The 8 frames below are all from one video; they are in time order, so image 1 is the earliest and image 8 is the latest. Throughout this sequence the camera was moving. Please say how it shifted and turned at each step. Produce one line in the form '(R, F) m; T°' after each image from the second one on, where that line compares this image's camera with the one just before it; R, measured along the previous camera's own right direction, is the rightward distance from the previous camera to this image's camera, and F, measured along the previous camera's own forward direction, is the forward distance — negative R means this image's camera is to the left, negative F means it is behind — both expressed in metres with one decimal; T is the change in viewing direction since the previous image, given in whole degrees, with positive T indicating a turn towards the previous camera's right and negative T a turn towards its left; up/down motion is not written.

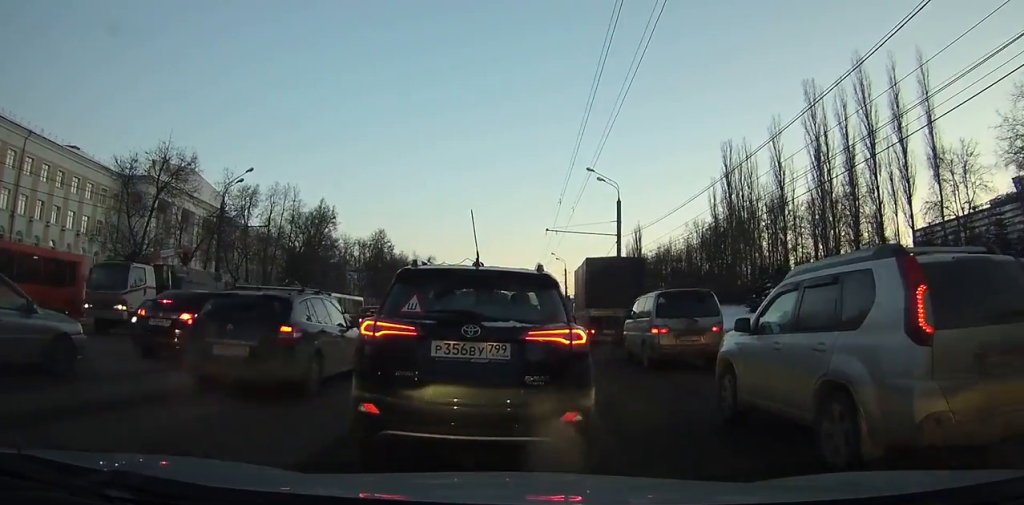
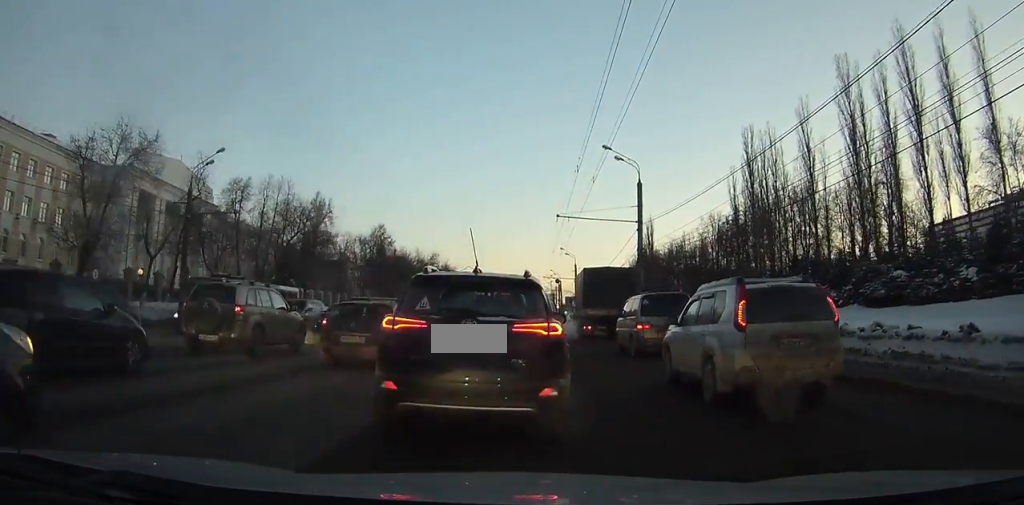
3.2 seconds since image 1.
(0.0, +5.0) m; 0°
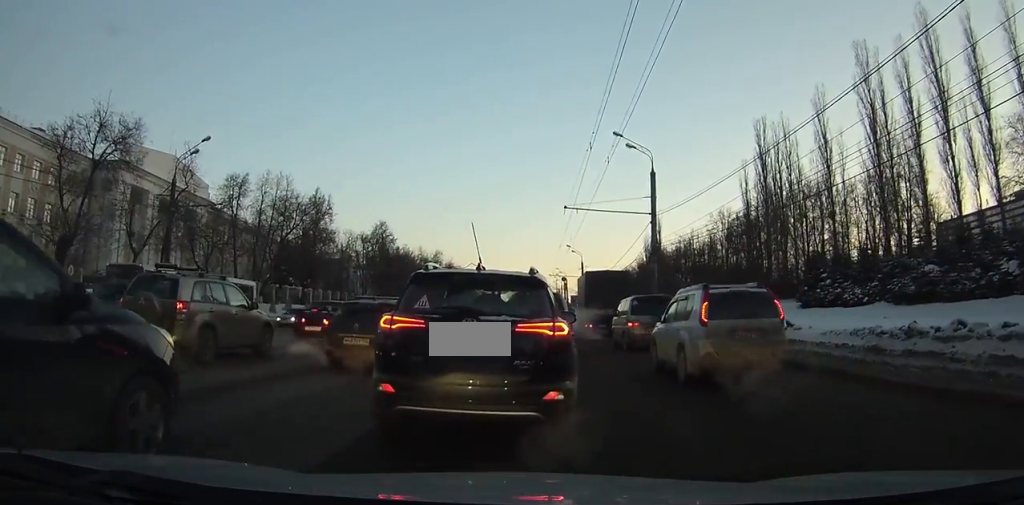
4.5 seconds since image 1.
(0.0, +2.5) m; 0°
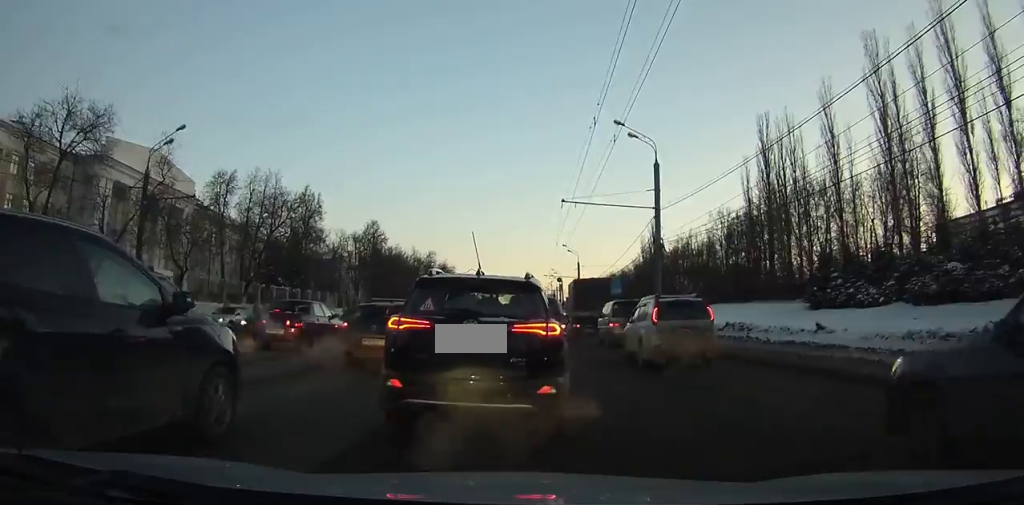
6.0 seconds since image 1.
(0.0, +3.6) m; 0°
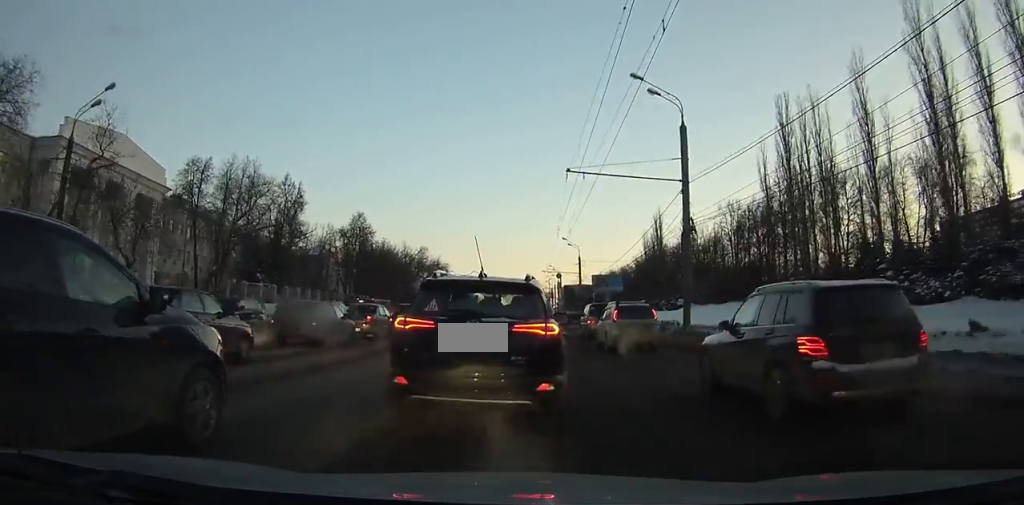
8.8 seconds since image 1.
(0.0, +8.6) m; 0°
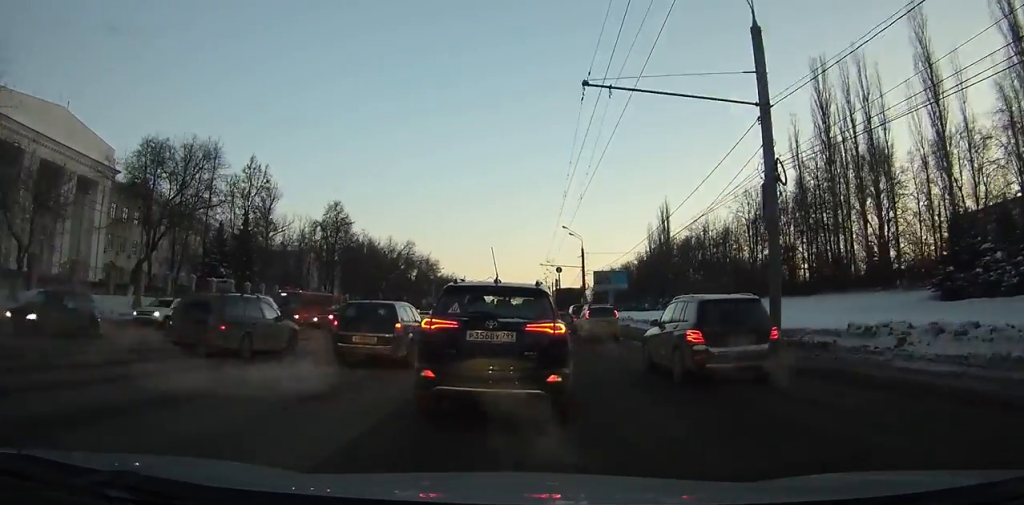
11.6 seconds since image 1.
(+0.1, +11.7) m; 0°
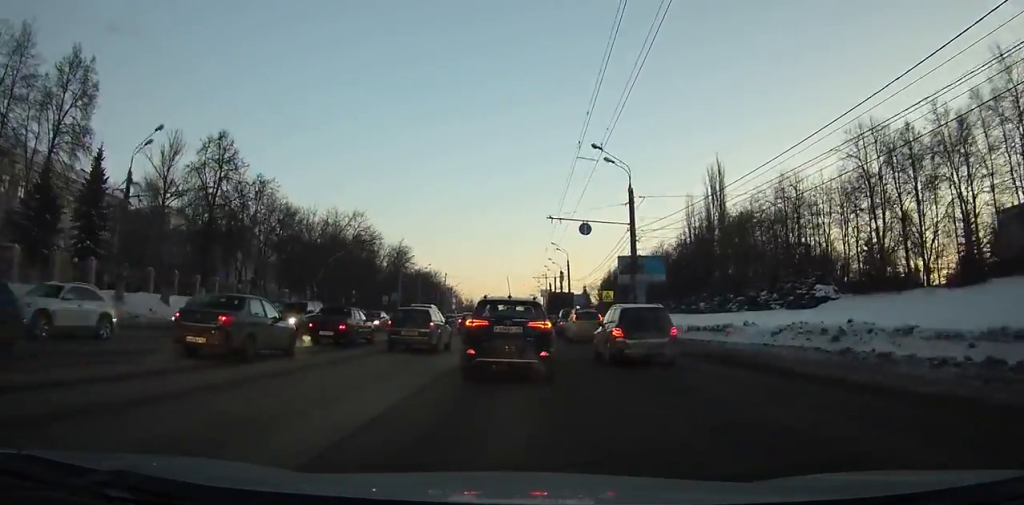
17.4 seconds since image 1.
(0.0, +34.5) m; 0°
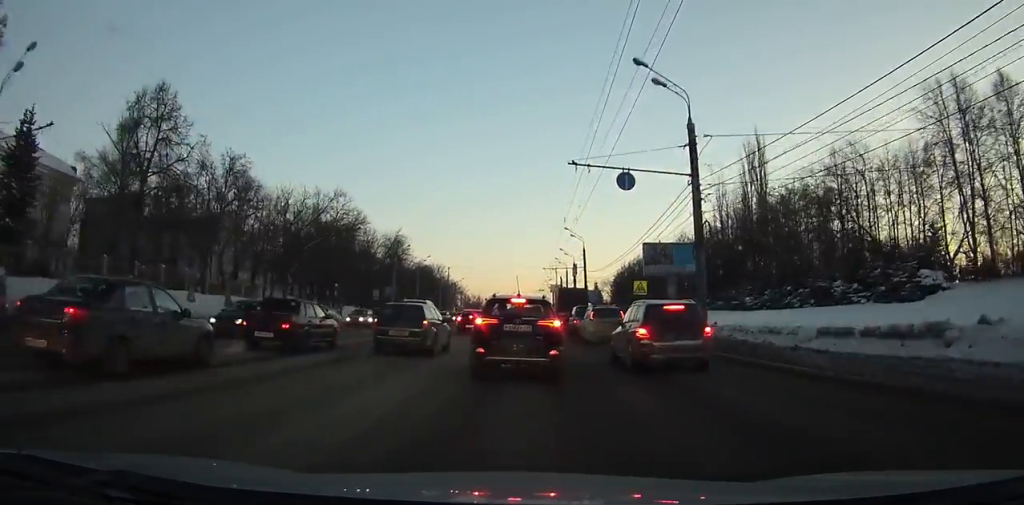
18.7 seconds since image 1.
(0.0, +8.9) m; 0°
